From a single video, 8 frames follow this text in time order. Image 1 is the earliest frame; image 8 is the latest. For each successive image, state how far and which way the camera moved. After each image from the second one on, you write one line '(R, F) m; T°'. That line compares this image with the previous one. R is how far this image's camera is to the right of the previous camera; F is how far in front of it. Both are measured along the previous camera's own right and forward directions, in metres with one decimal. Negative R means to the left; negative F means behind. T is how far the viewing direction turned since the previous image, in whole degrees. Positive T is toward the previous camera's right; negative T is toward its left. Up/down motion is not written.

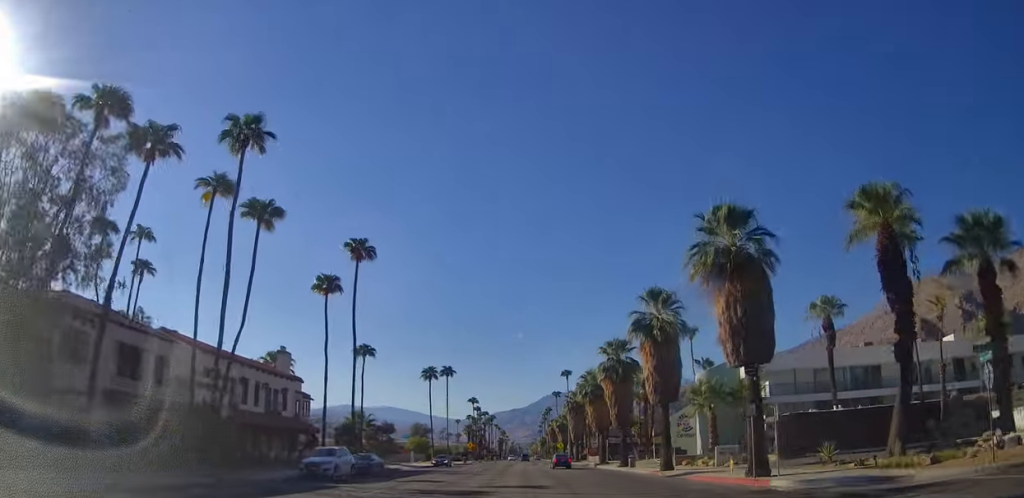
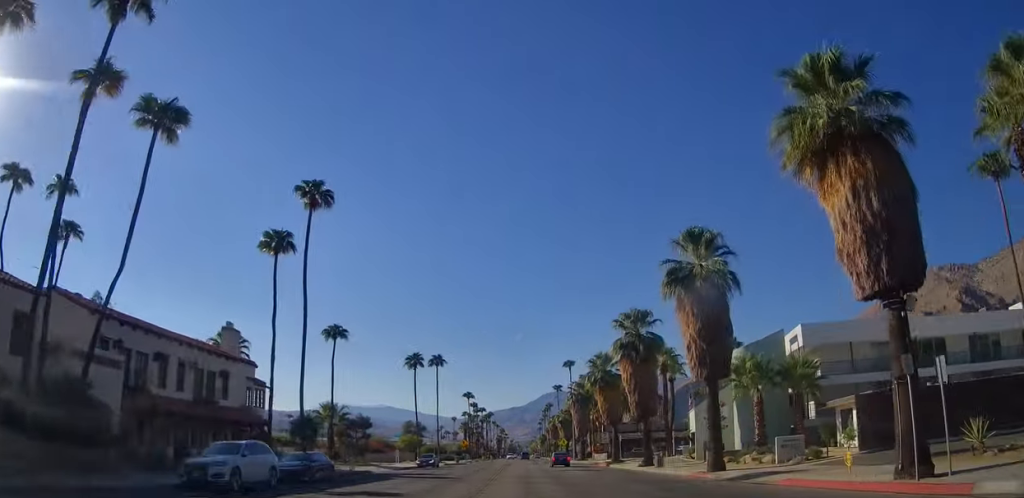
(0.0, +10.5) m; 0°
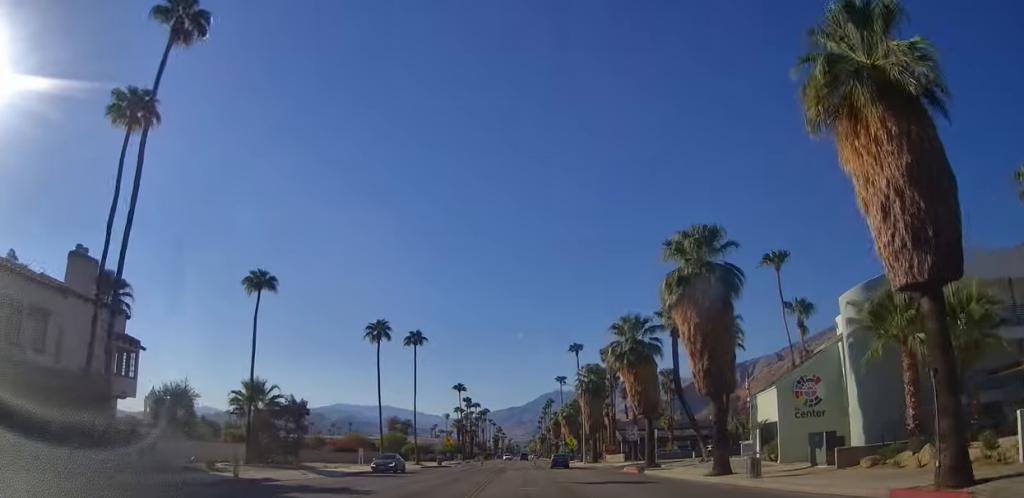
(0.0, +17.8) m; 0°
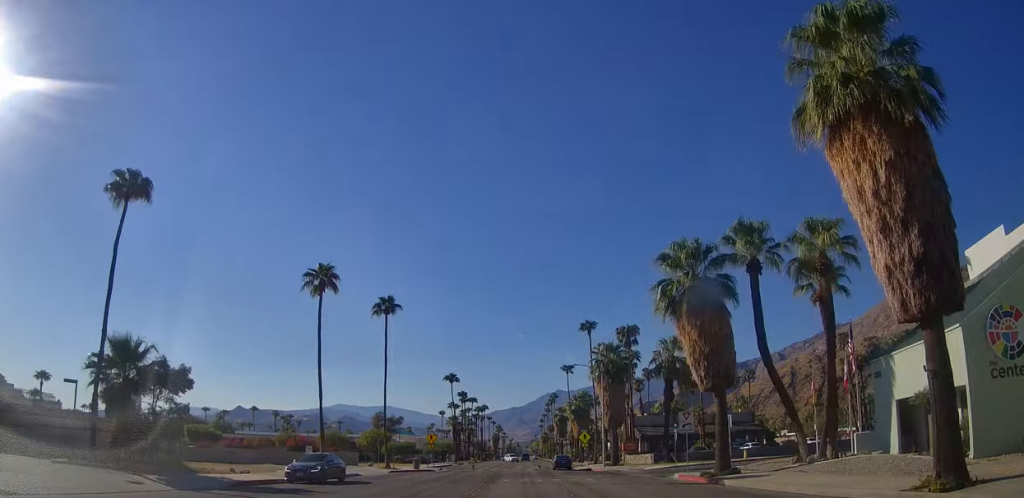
(0.0, +16.5) m; 0°
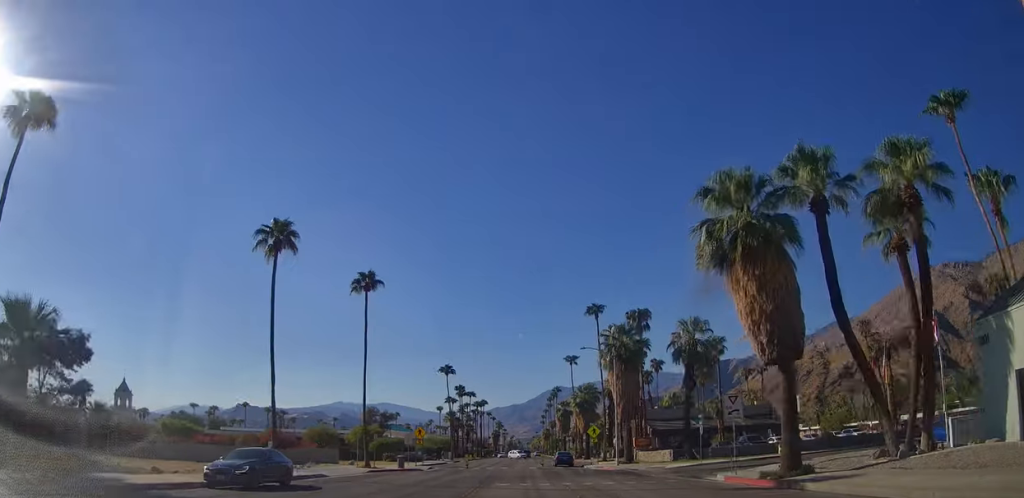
(0.0, +7.6) m; 0°
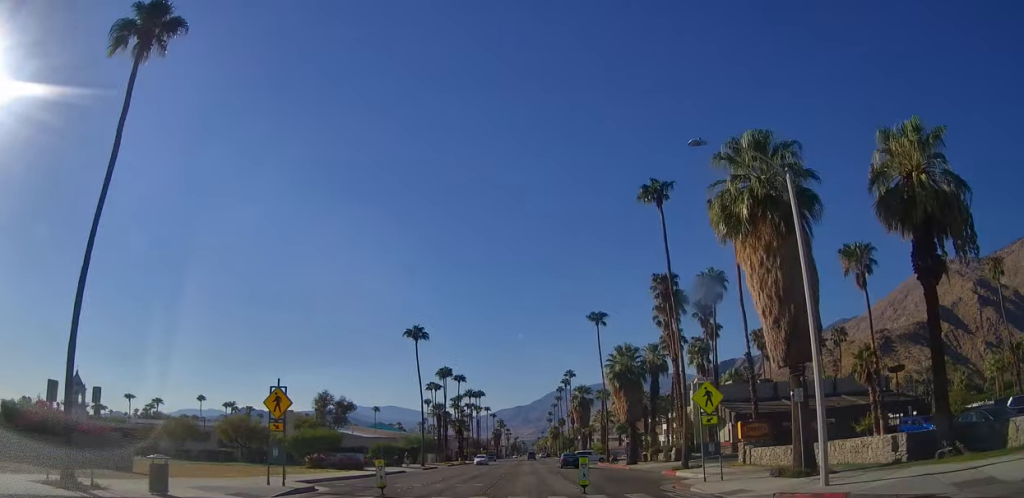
(0.0, +33.9) m; -2°
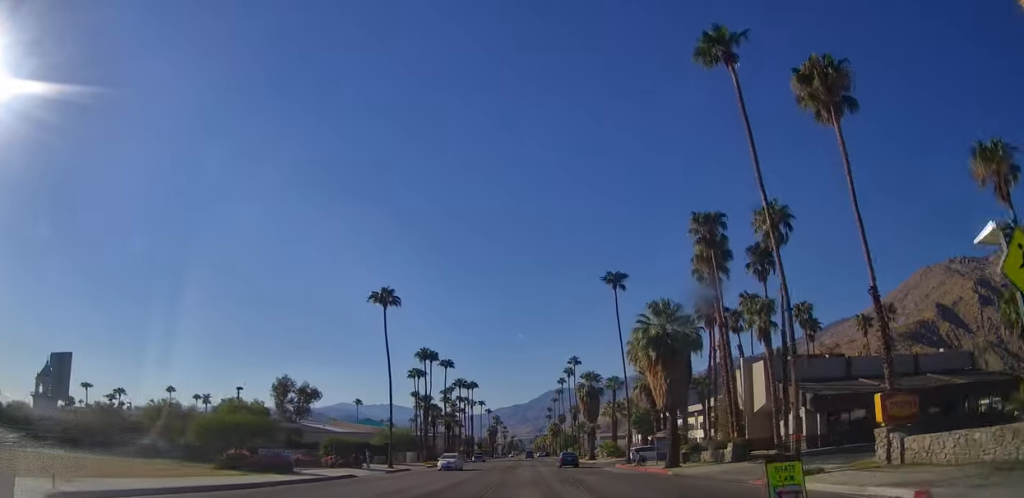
(-0.5, +15.8) m; -1°
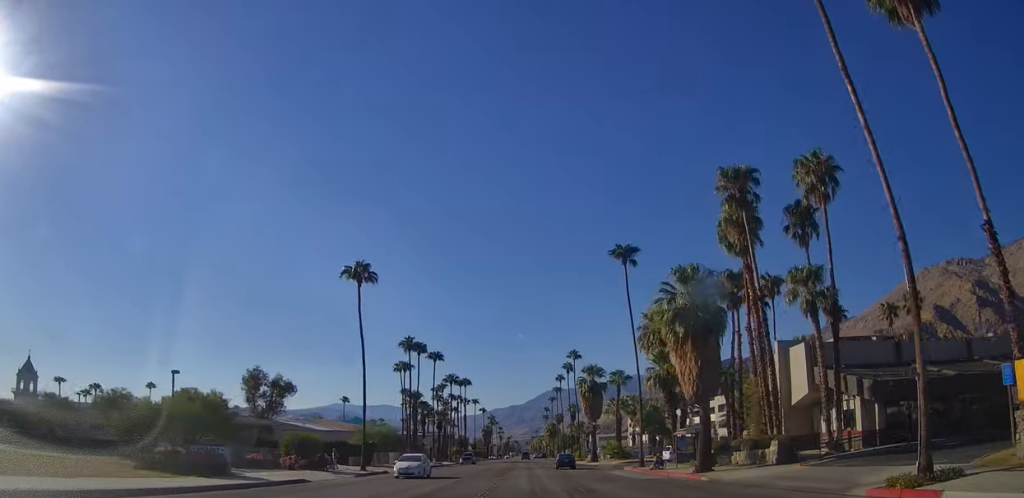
(-0.3, +7.9) m; 0°
